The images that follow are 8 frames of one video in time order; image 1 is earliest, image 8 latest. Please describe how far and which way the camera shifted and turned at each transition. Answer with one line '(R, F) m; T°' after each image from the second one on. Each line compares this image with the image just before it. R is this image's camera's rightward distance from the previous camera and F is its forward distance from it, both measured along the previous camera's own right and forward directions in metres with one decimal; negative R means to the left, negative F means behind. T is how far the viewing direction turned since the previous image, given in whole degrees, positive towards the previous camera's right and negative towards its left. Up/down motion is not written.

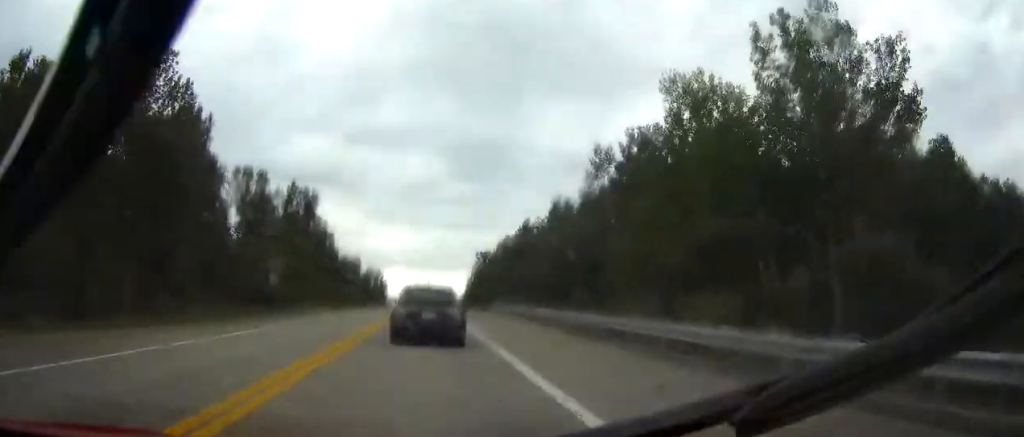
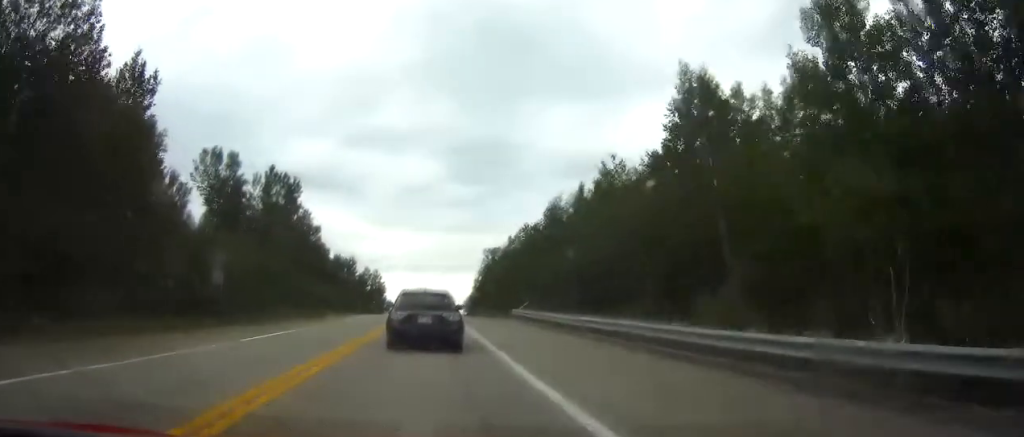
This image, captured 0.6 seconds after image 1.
(+0.1, +14.4) m; +1°
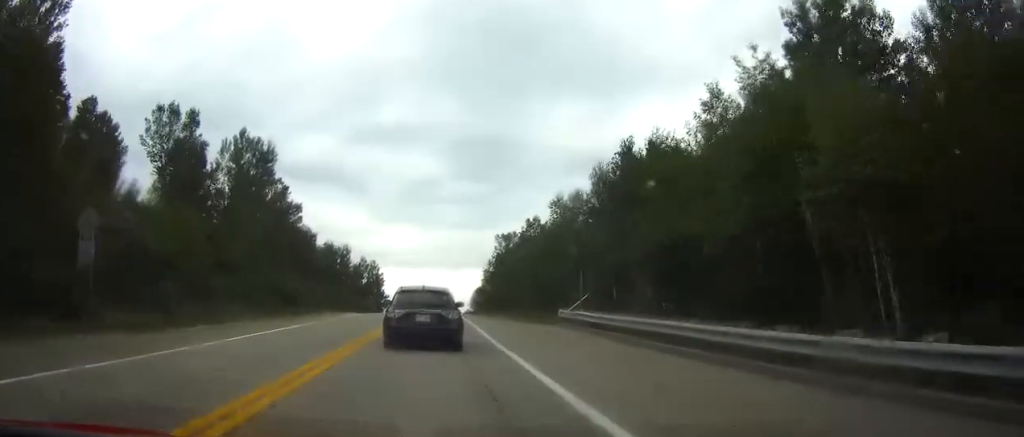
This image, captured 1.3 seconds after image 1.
(0.0, +15.8) m; 0°
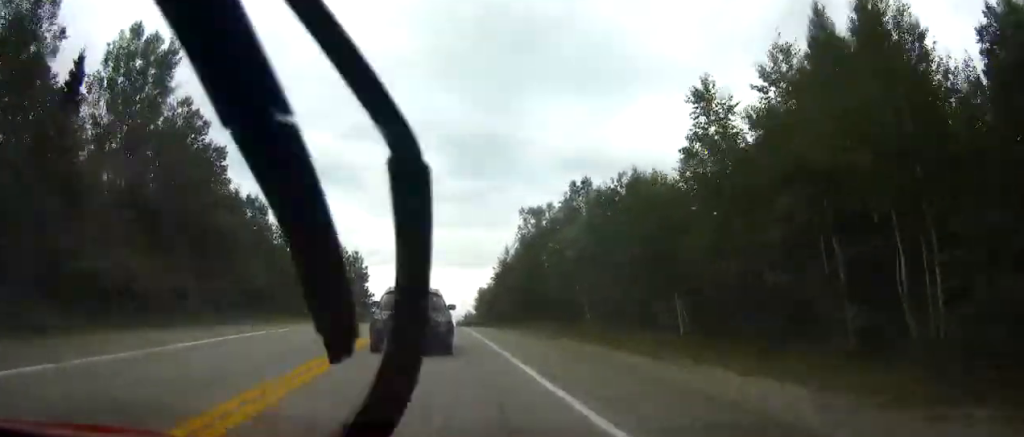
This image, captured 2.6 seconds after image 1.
(0.0, +28.8) m; 0°
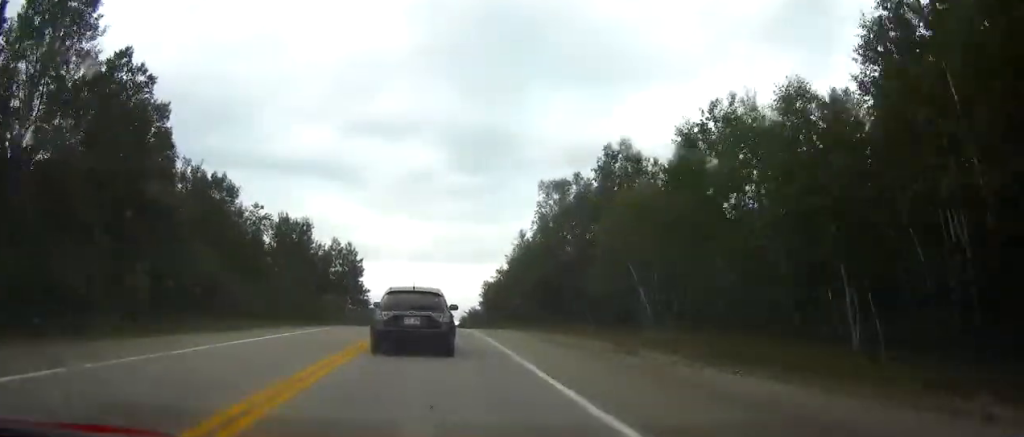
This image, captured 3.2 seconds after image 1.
(0.0, +11.6) m; 0°
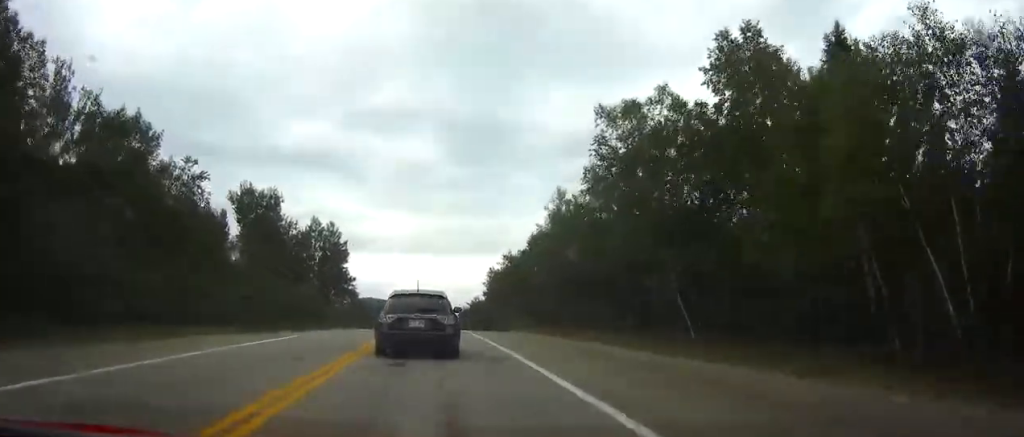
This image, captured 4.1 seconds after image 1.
(0.0, +19.4) m; 0°
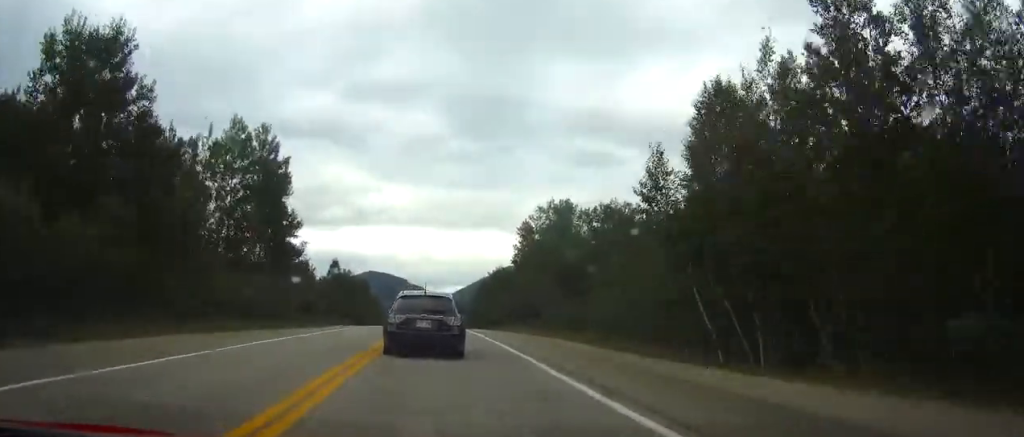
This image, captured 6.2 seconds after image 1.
(0.0, +44.7) m; 0°
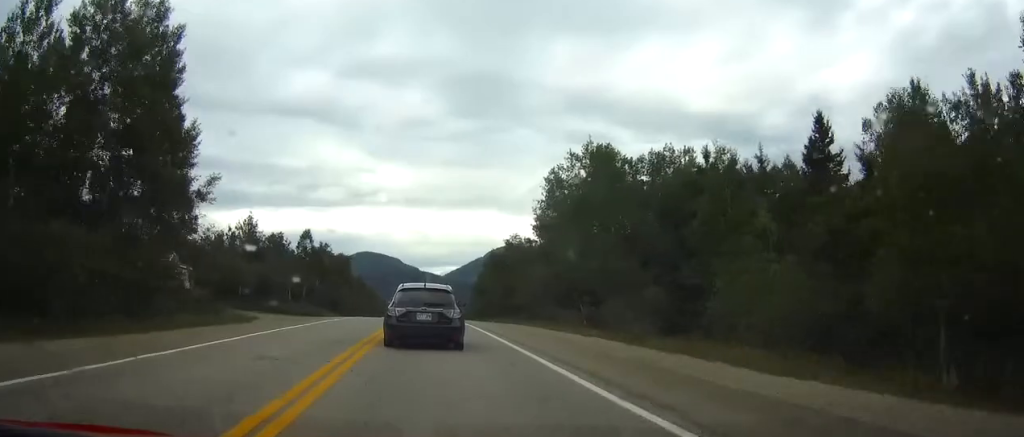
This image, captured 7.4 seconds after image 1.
(0.0, +25.7) m; 0°
